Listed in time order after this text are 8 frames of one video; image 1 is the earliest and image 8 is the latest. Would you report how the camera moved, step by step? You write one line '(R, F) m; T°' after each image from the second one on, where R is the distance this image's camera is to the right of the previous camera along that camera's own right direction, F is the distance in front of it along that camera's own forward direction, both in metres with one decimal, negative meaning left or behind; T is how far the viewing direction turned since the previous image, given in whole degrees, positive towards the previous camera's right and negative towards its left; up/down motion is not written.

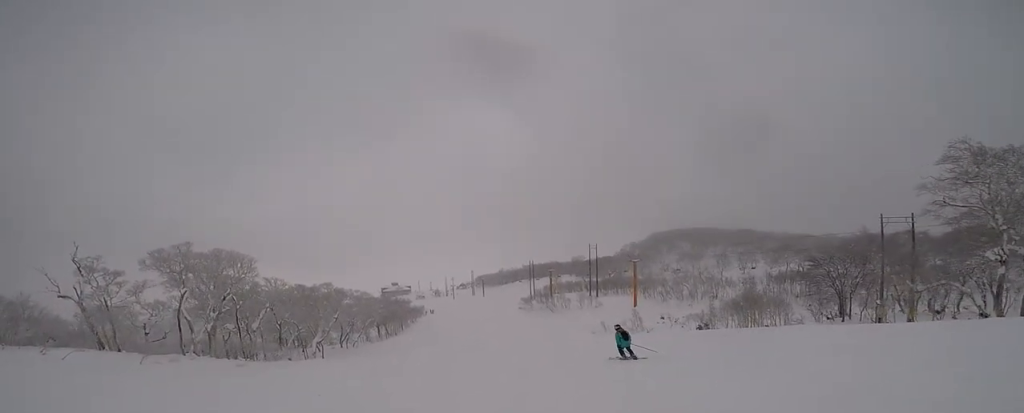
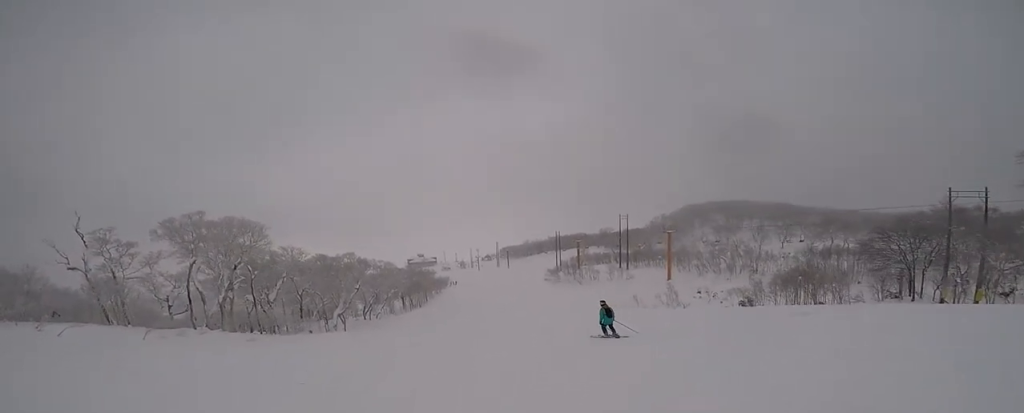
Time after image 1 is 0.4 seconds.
(-0.4, +2.7) m; 0°
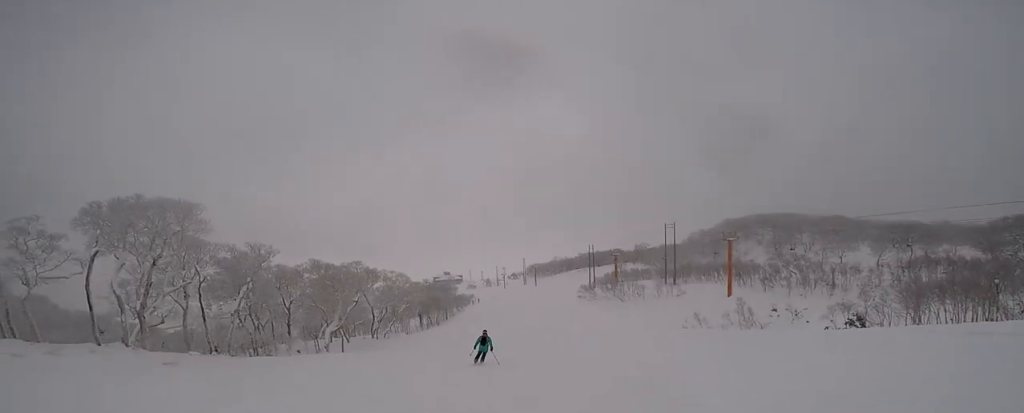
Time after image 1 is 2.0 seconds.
(0.0, +10.7) m; -4°
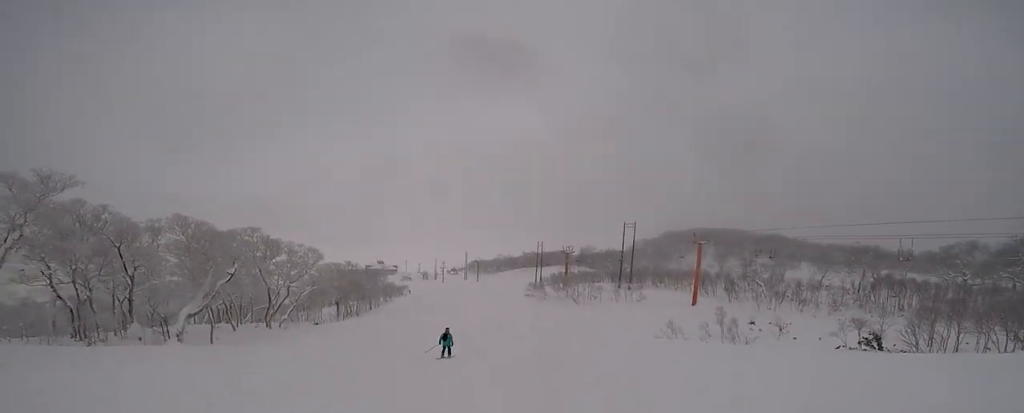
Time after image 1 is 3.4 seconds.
(+0.4, +11.2) m; -1°
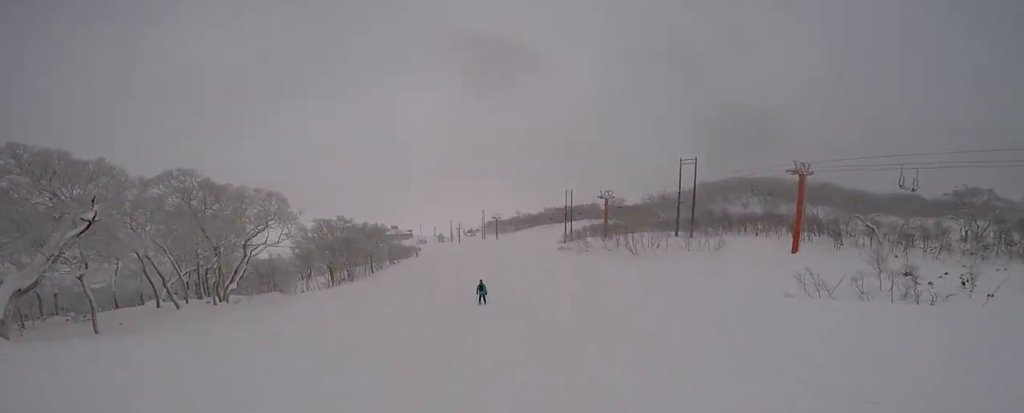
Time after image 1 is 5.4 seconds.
(-2.1, +15.2) m; +1°
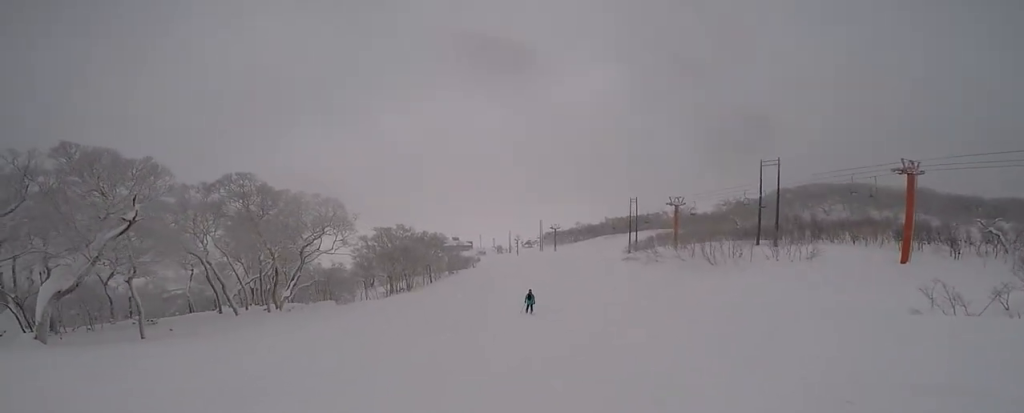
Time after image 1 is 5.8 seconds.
(+0.4, +3.2) m; 0°
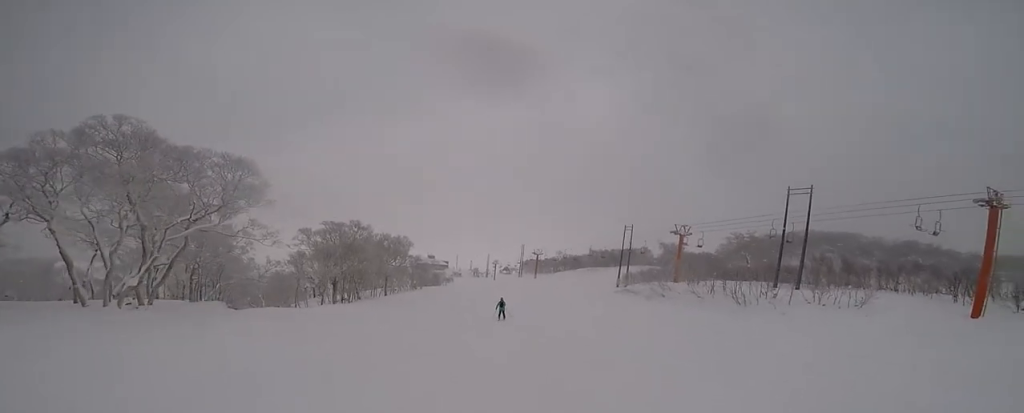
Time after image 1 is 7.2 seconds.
(-0.2, +10.8) m; +1°
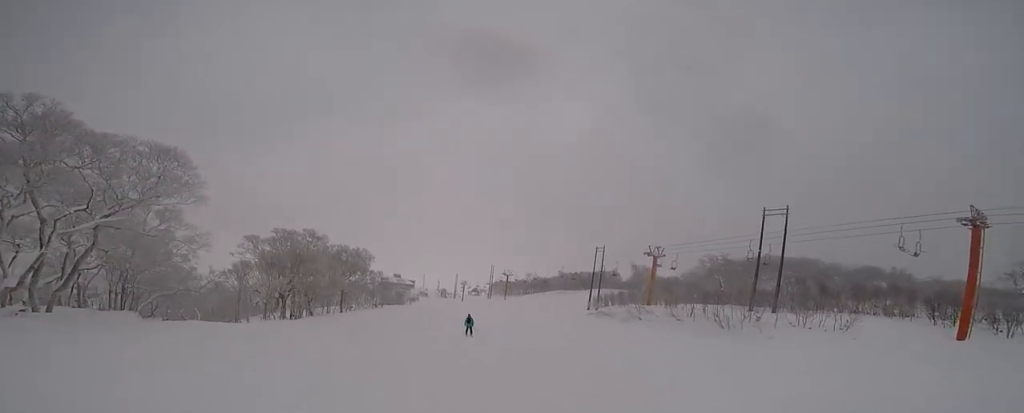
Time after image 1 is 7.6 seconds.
(0.0, +3.1) m; 0°
